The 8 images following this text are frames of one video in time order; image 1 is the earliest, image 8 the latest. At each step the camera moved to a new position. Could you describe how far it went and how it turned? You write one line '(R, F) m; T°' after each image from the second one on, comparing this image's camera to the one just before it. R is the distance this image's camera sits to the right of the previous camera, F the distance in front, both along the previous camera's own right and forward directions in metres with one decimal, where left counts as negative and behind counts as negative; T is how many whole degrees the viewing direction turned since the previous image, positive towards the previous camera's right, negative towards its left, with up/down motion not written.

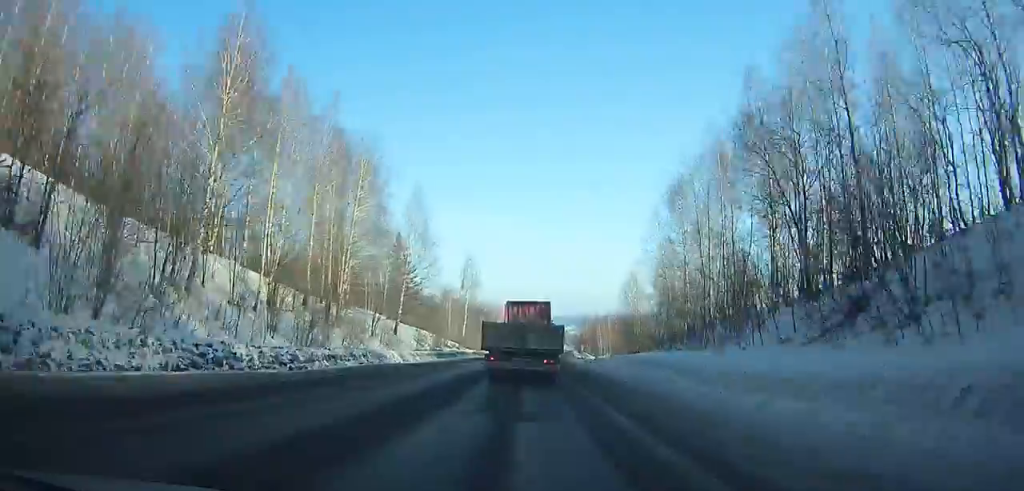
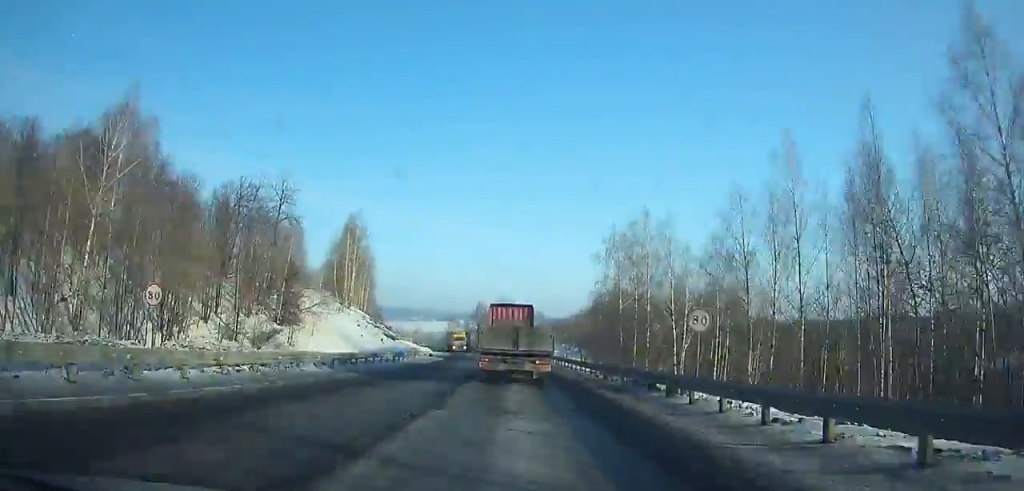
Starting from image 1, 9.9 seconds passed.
(+7.3, +183.9) m; 0°
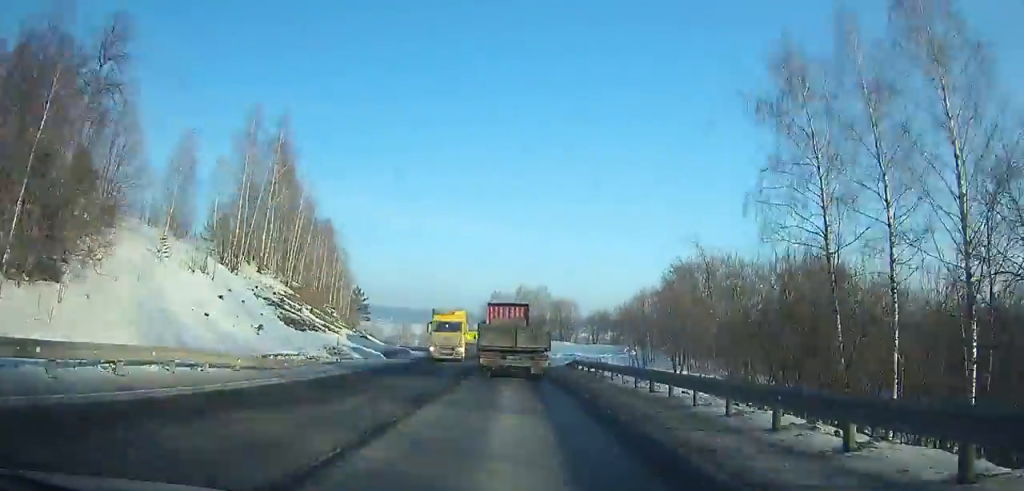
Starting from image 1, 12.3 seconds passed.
(-1.1, +42.7) m; -4°
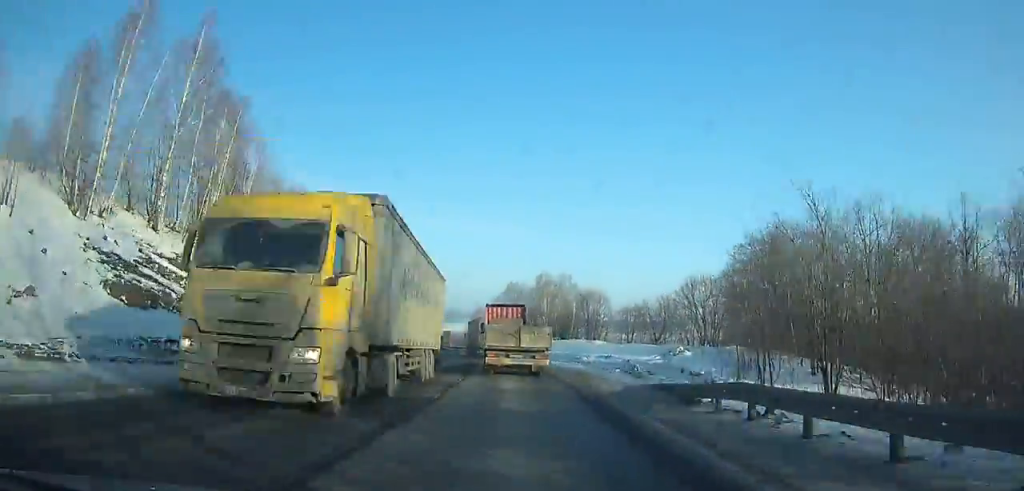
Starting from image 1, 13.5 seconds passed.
(-0.5, +21.2) m; -2°
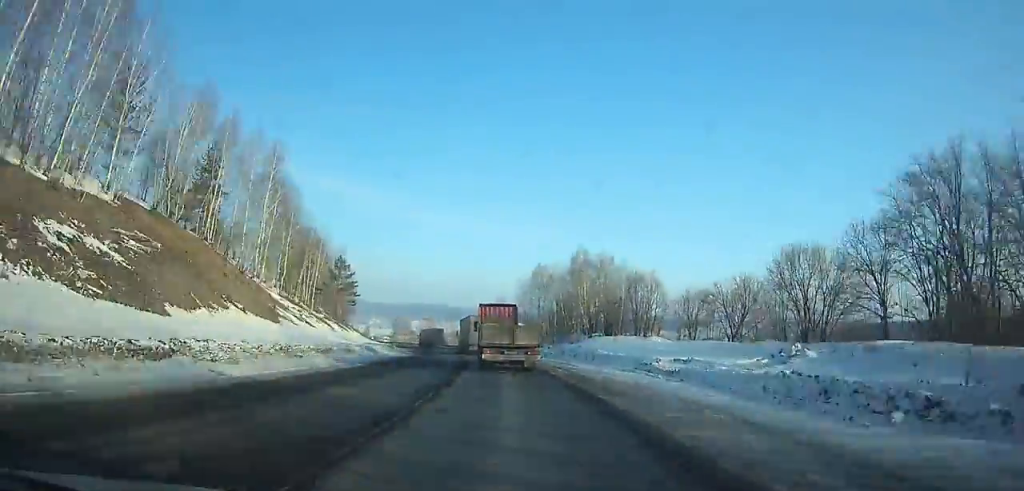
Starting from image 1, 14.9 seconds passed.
(-0.6, +24.8) m; -3°
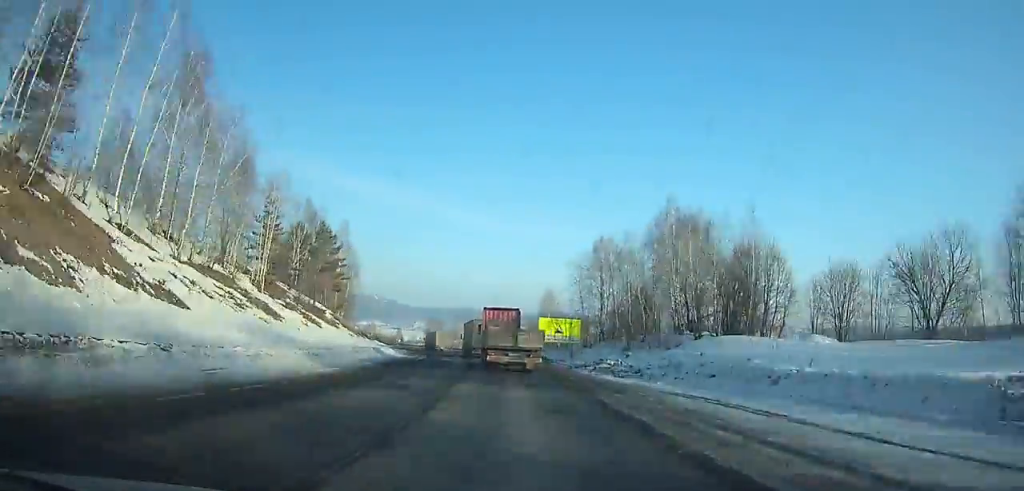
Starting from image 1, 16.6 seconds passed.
(-0.9, +30.1) m; -4°
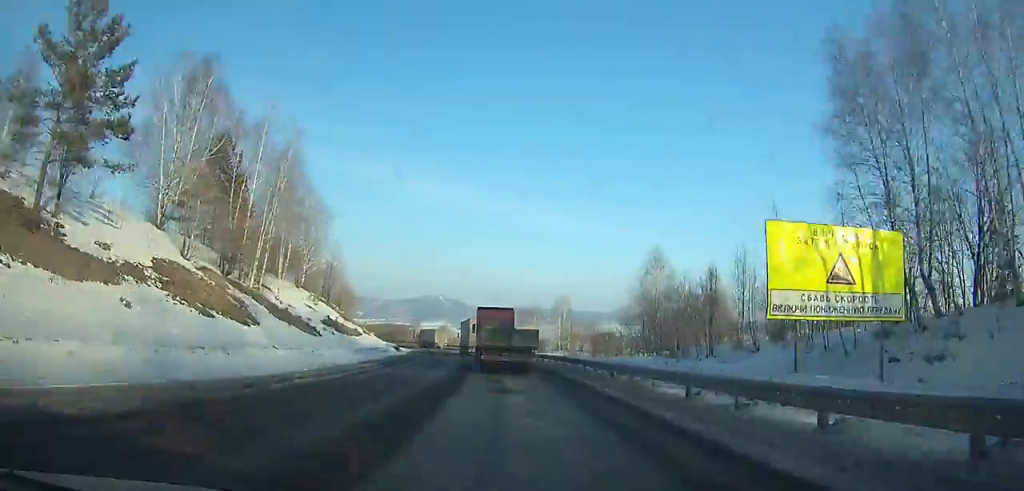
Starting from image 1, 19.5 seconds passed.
(-3.1, +51.8) m; -7°
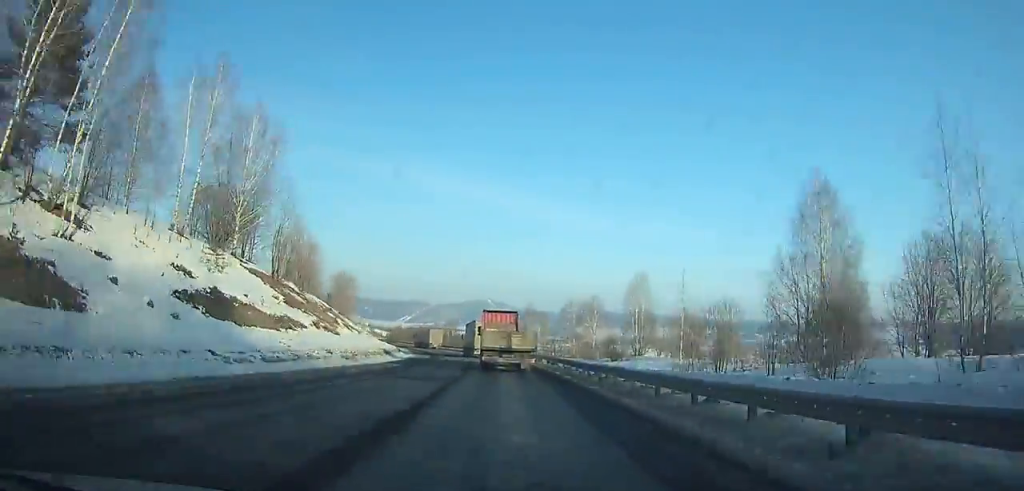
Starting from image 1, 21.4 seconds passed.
(-1.3, +34.4) m; -5°
